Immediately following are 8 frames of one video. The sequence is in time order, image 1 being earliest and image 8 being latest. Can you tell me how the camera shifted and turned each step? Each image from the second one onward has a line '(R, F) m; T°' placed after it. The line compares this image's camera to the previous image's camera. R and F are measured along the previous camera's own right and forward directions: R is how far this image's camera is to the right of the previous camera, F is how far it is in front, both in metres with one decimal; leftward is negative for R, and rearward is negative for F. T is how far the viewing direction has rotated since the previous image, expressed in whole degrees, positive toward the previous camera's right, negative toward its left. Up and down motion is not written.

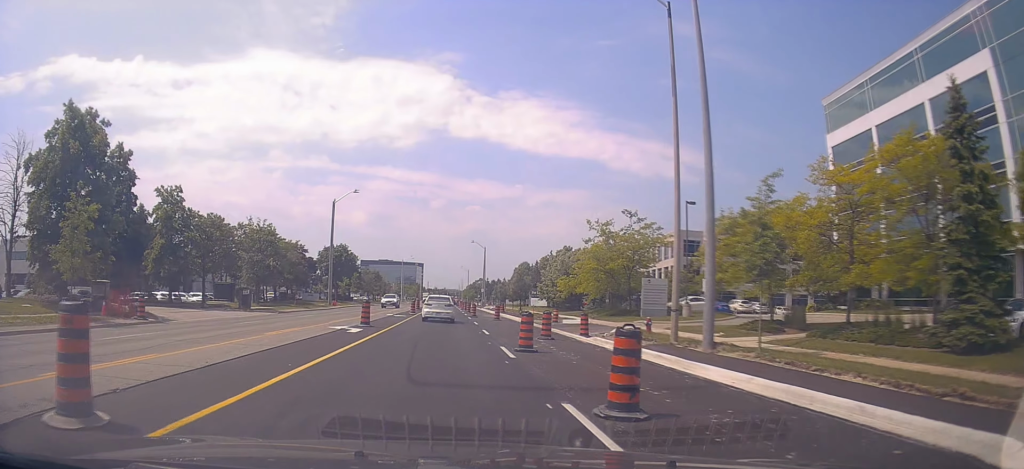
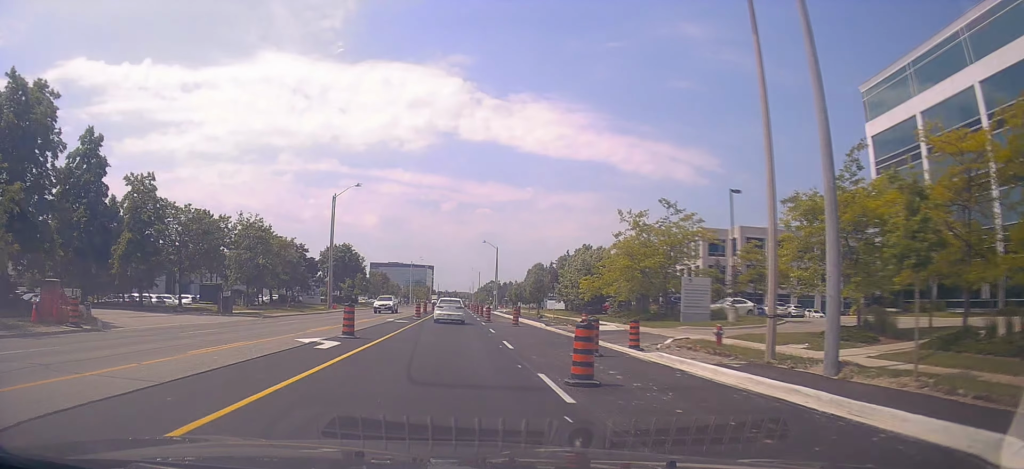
(-0.4, +5.3) m; -2°
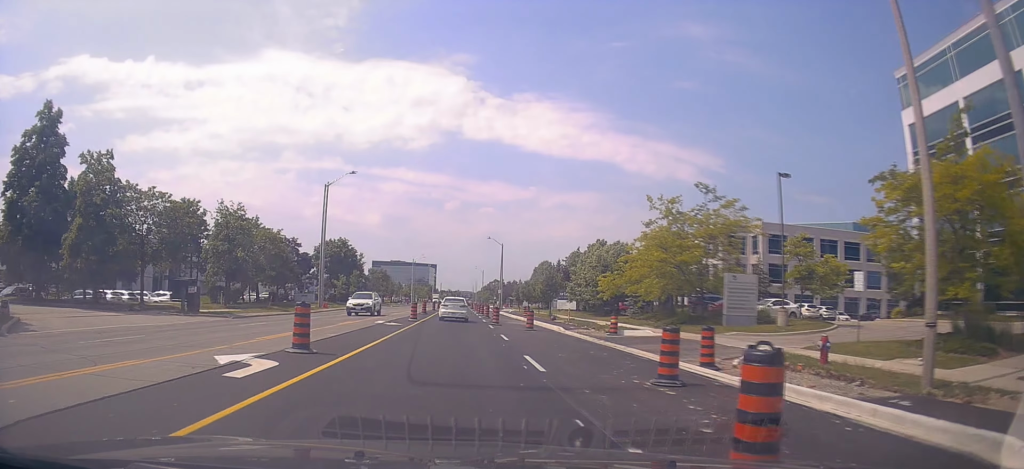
(-0.4, +5.5) m; -2°
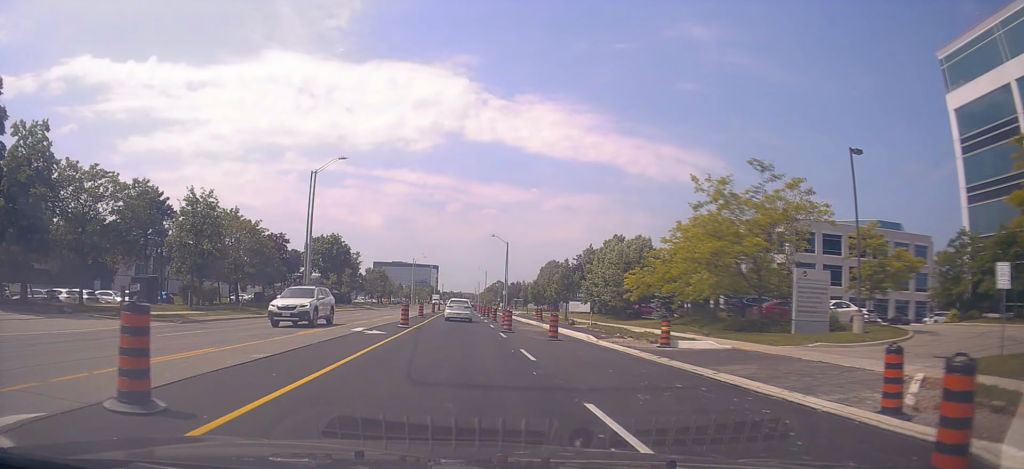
(+0.2, +6.6) m; +1°
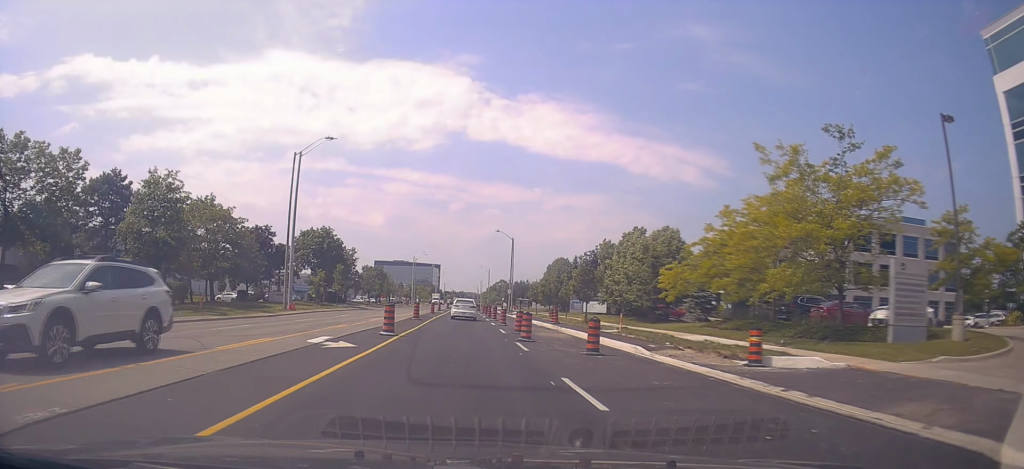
(+0.1, +6.2) m; 0°
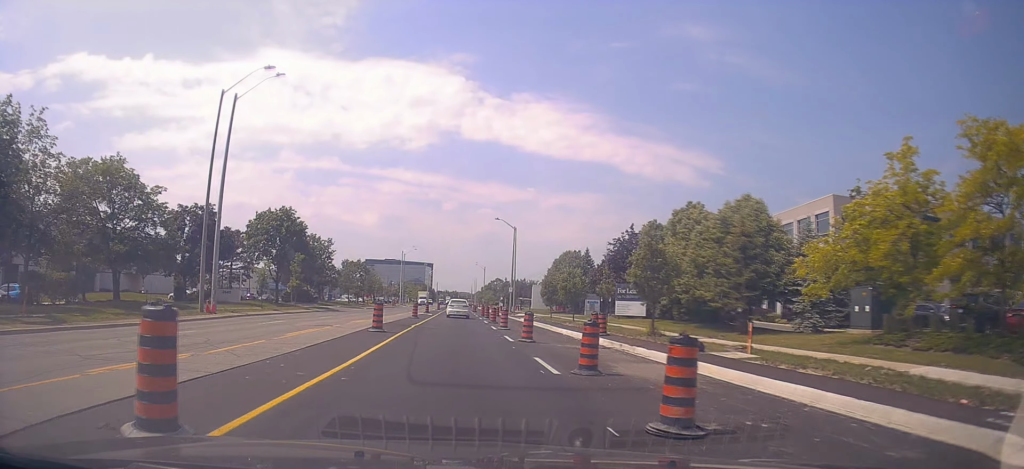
(-0.3, +14.0) m; -1°
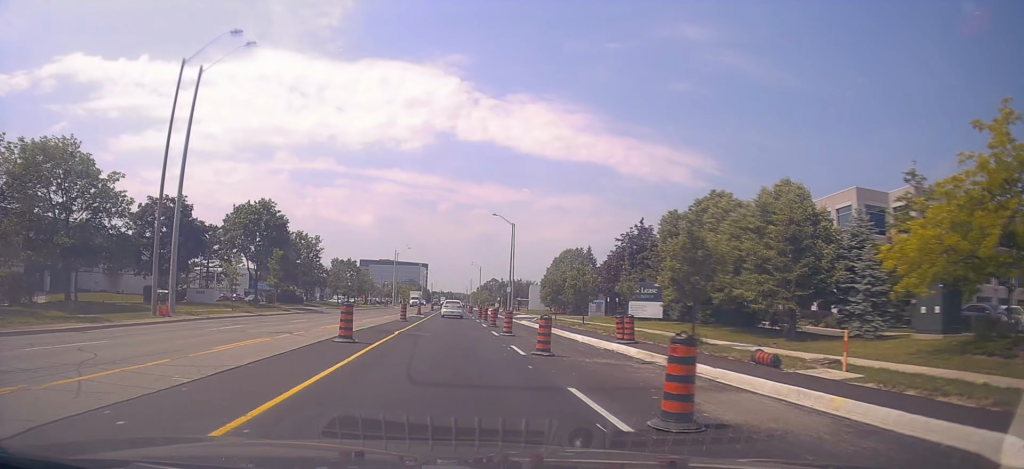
(0.0, +4.8) m; 0°
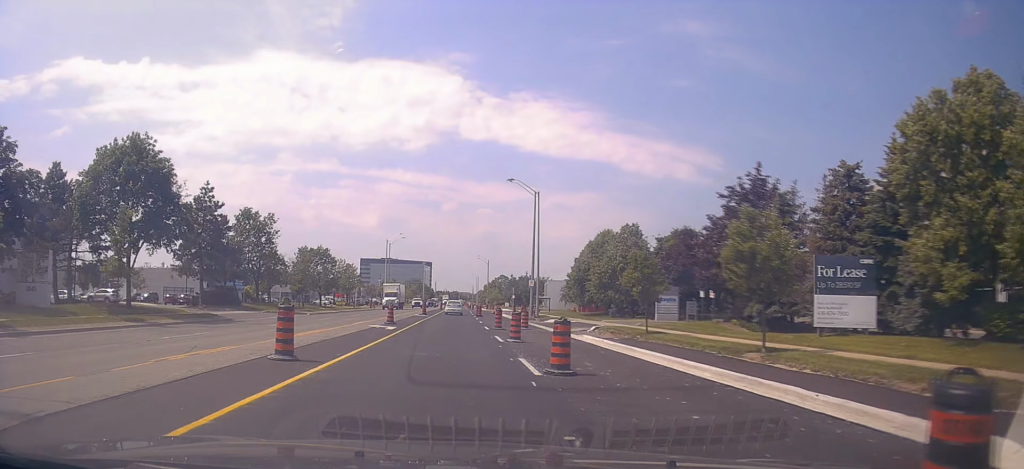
(-0.4, +22.7) m; -1°
